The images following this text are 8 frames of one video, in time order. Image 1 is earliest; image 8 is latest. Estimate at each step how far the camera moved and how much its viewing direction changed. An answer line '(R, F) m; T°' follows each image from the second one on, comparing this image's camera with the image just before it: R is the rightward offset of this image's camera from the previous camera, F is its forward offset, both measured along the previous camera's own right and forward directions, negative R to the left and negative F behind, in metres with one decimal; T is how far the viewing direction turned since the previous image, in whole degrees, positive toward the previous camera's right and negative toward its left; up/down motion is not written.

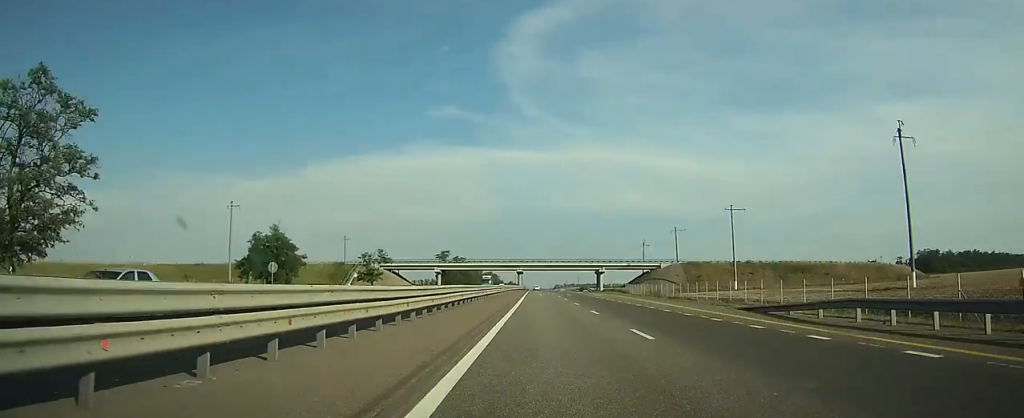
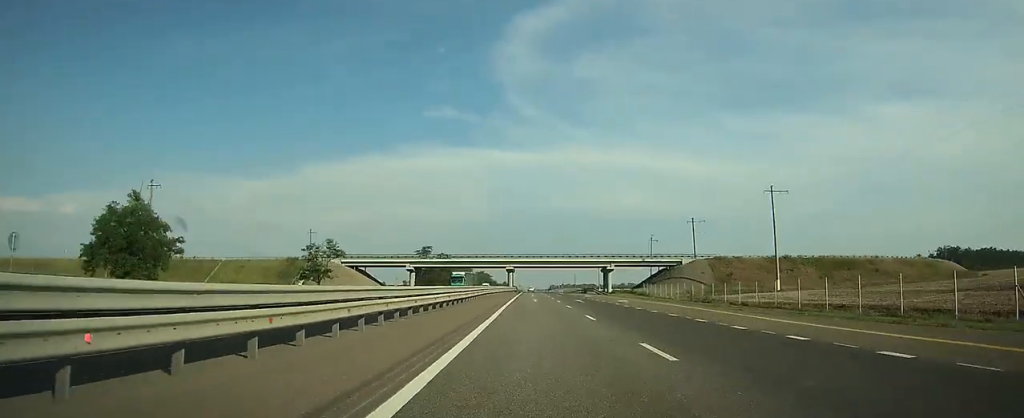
(+0.1, +28.1) m; 0°
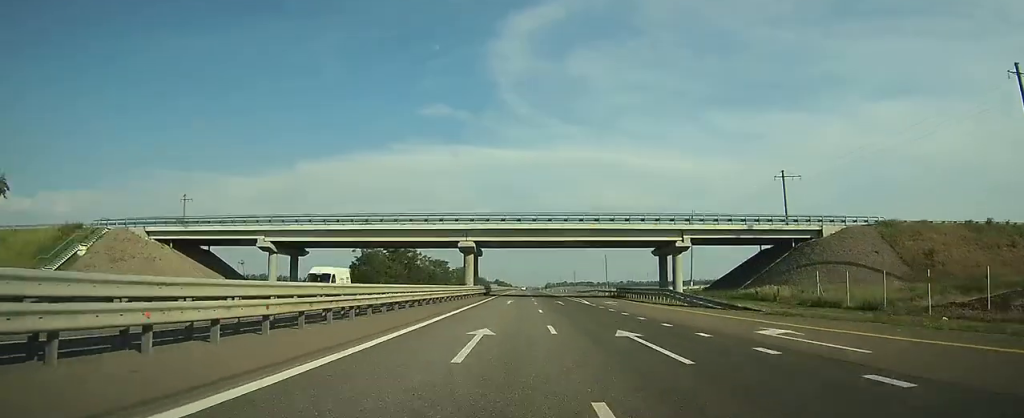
(+0.5, +66.8) m; +1°
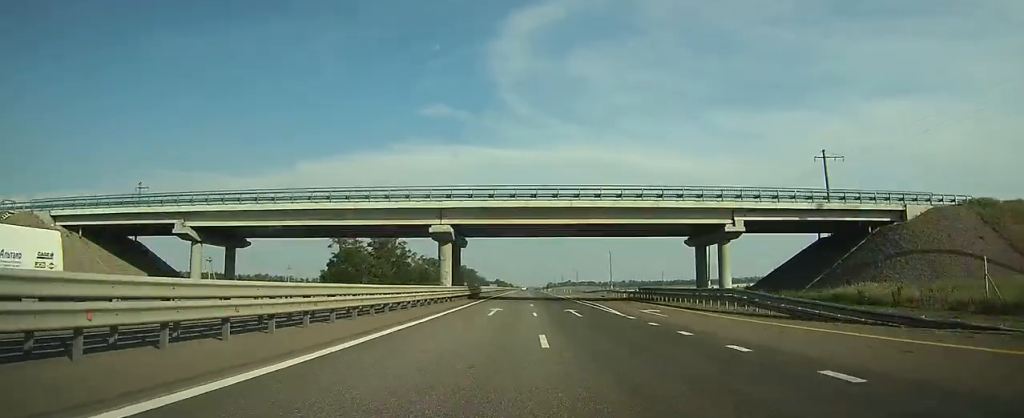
(0.0, +15.5) m; 0°
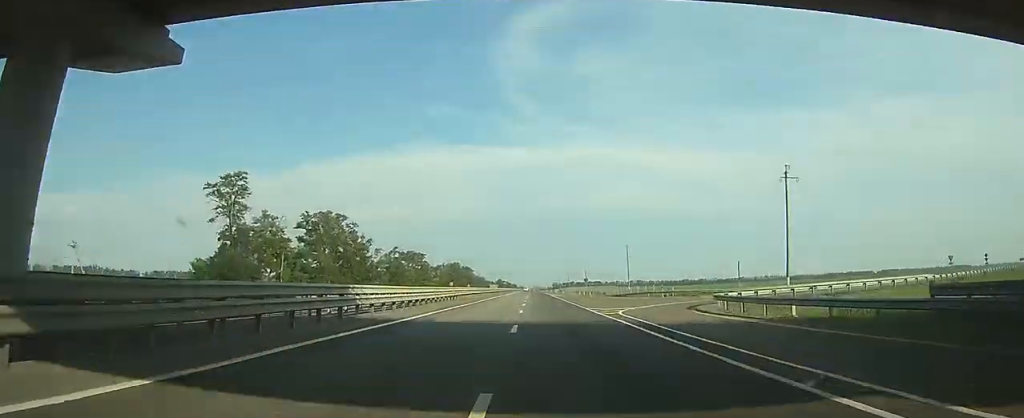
(0.0, +44.2) m; 0°
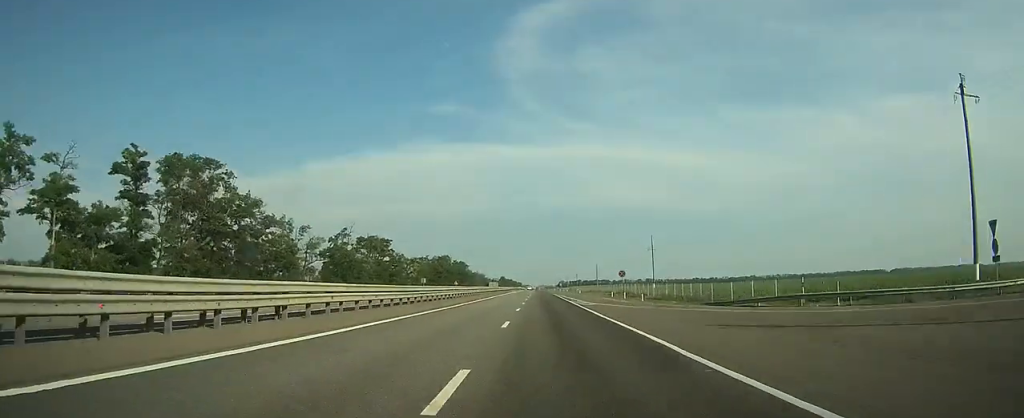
(-0.2, +46.3) m; -1°
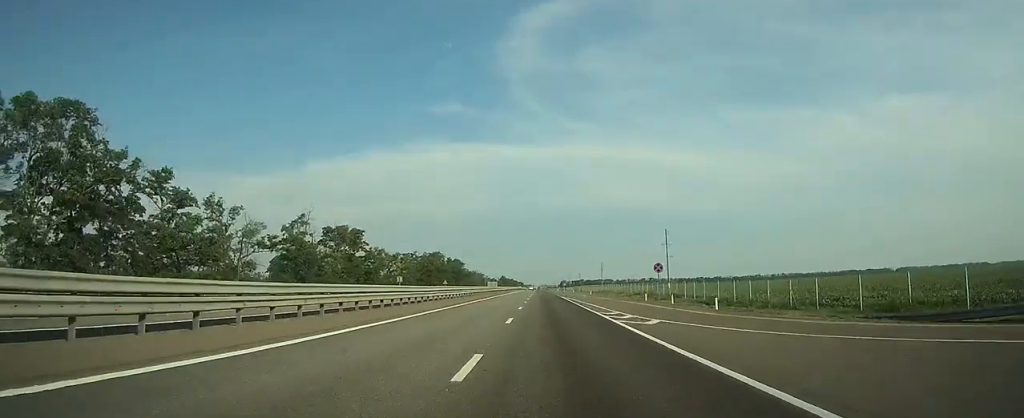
(-0.1, +22.1) m; 0°
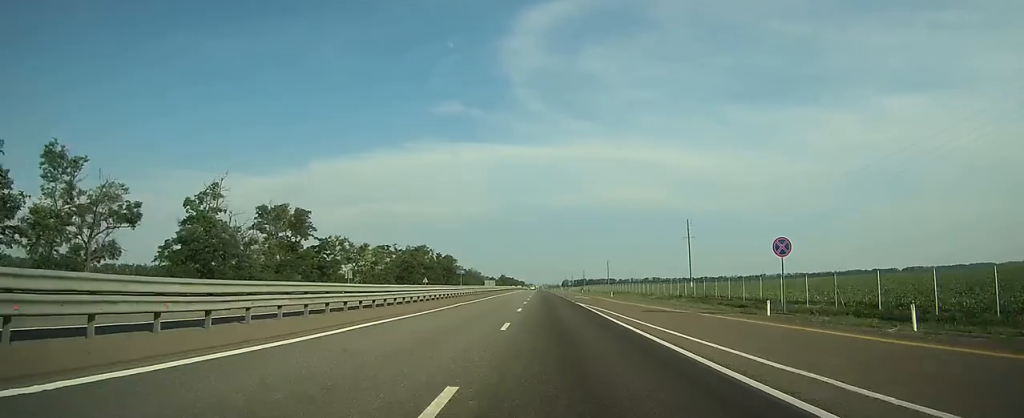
(-0.1, +27.5) m; 0°
